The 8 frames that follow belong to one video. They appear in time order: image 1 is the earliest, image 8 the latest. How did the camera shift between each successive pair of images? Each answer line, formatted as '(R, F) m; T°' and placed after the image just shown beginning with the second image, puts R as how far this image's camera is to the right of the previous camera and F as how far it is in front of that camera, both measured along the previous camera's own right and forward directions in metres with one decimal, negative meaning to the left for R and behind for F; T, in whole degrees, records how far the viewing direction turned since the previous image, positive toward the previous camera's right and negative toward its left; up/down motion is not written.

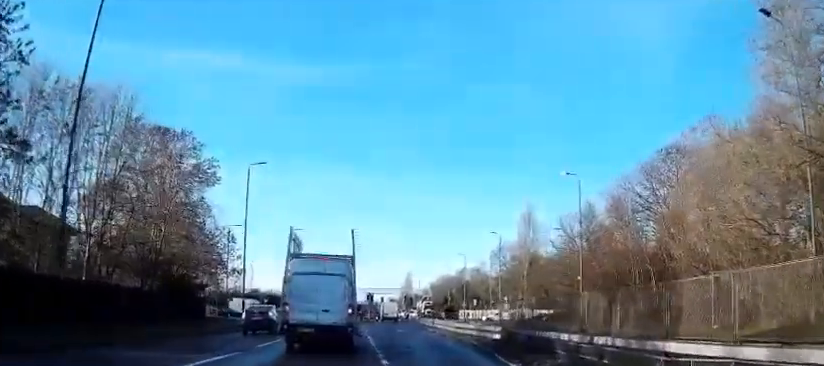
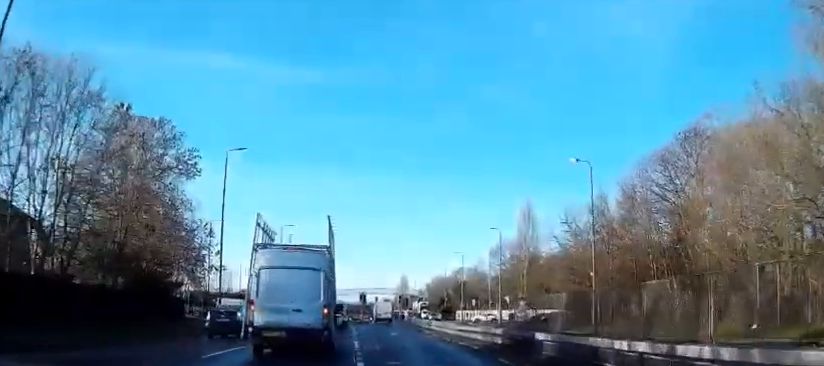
(0.0, +4.7) m; 0°
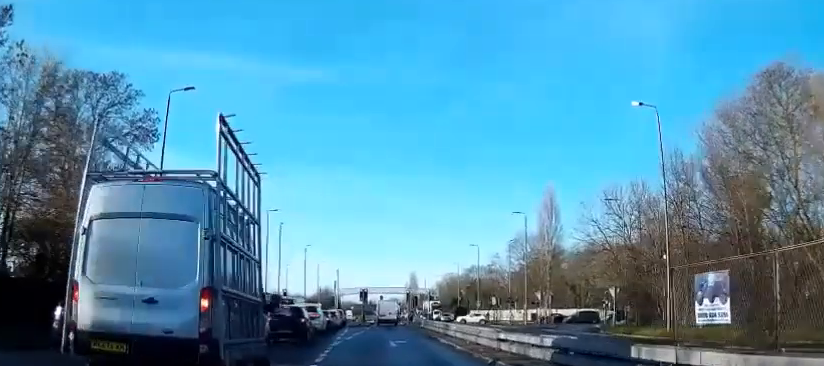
(-0.1, +12.5) m; -2°
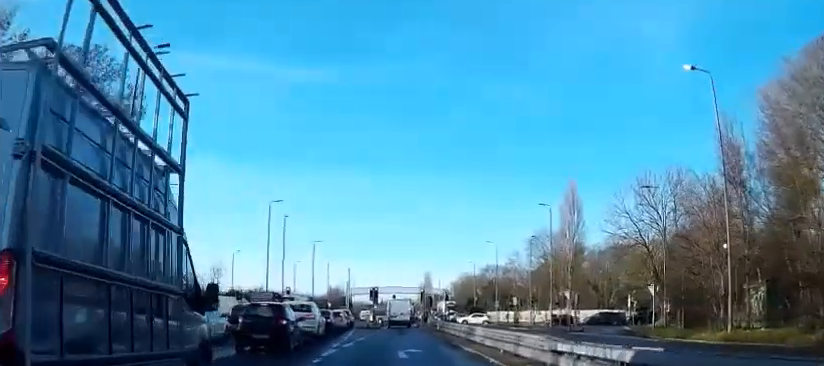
(-0.1, +5.7) m; -2°
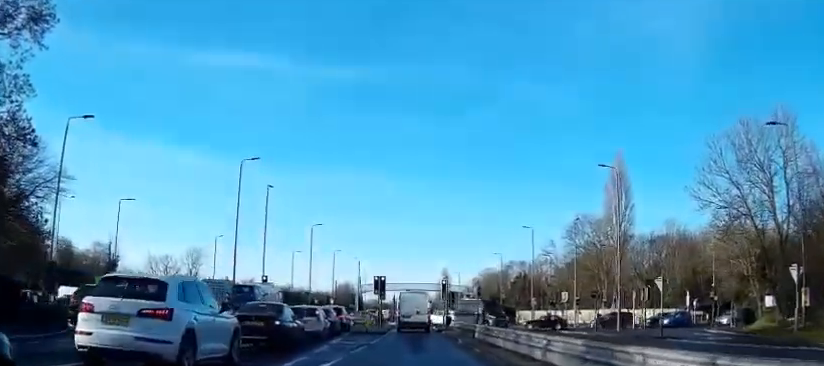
(-0.4, +16.6) m; -1°
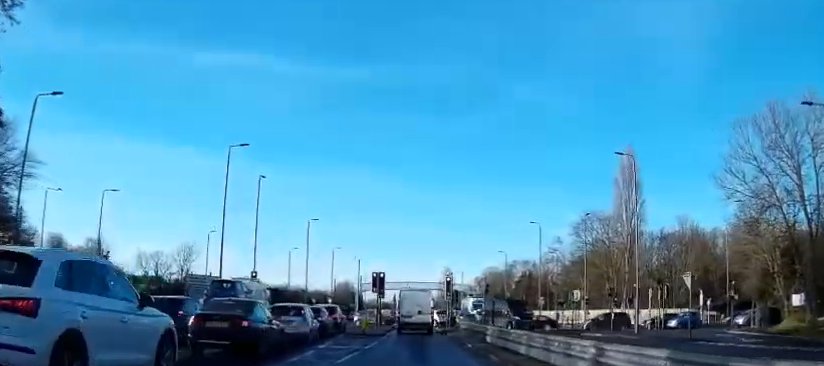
(0.0, +3.6) m; 0°
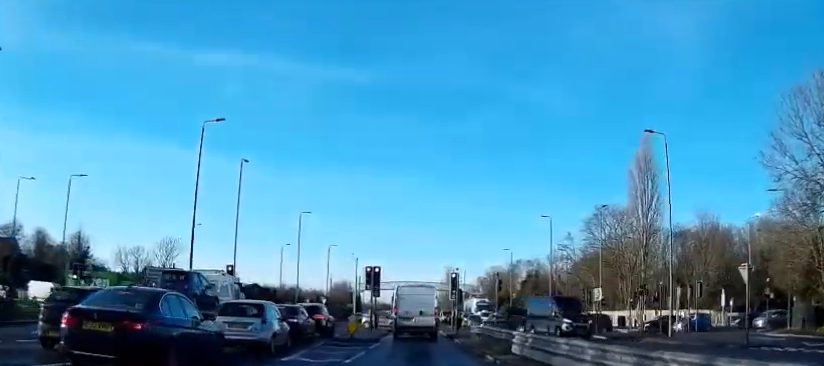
(0.0, +5.6) m; 0°
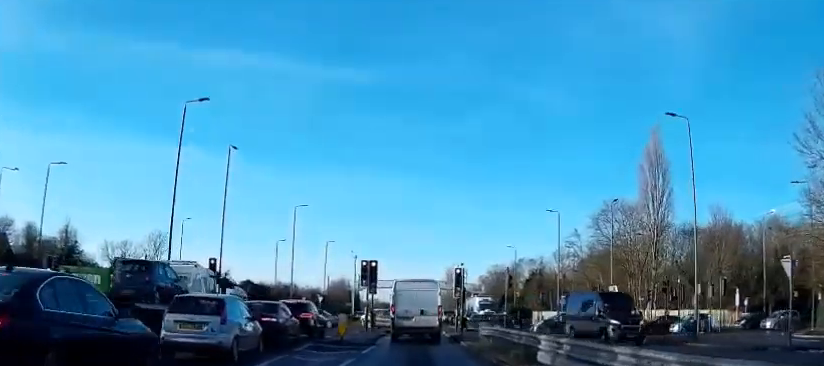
(0.0, +3.2) m; 0°
